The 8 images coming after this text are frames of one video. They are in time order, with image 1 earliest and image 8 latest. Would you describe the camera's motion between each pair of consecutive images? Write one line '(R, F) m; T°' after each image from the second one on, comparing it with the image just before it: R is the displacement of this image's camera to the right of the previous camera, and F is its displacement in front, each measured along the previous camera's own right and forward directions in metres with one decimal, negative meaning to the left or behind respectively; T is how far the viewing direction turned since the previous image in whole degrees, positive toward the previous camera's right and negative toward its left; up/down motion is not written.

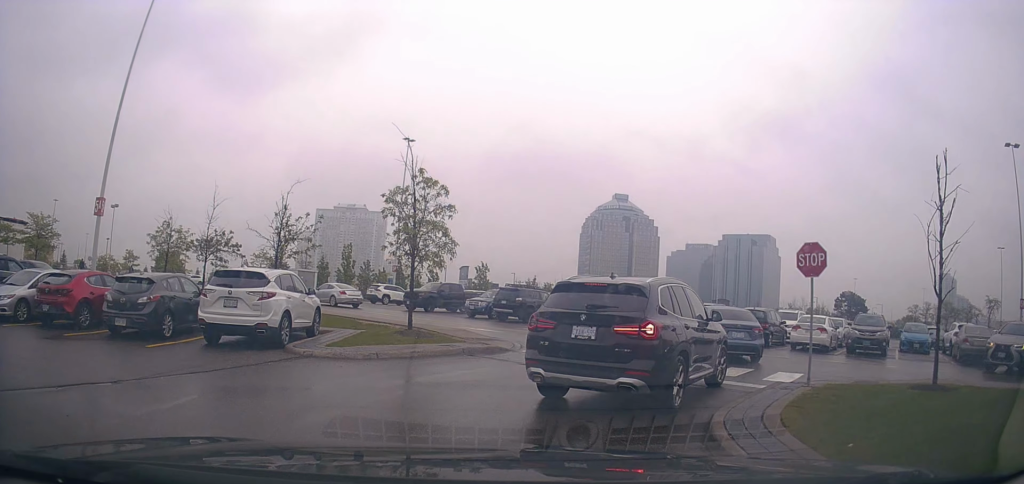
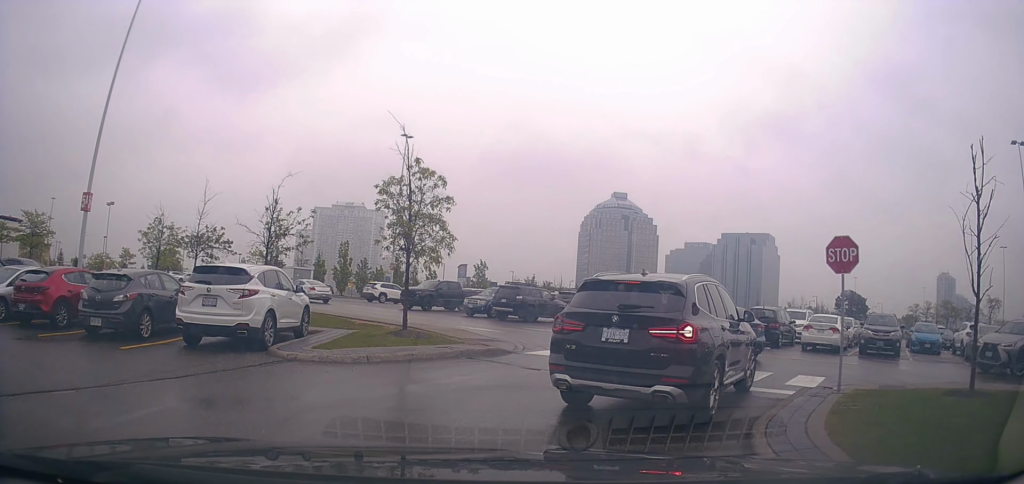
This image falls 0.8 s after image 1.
(+0.1, +0.5) m; 0°
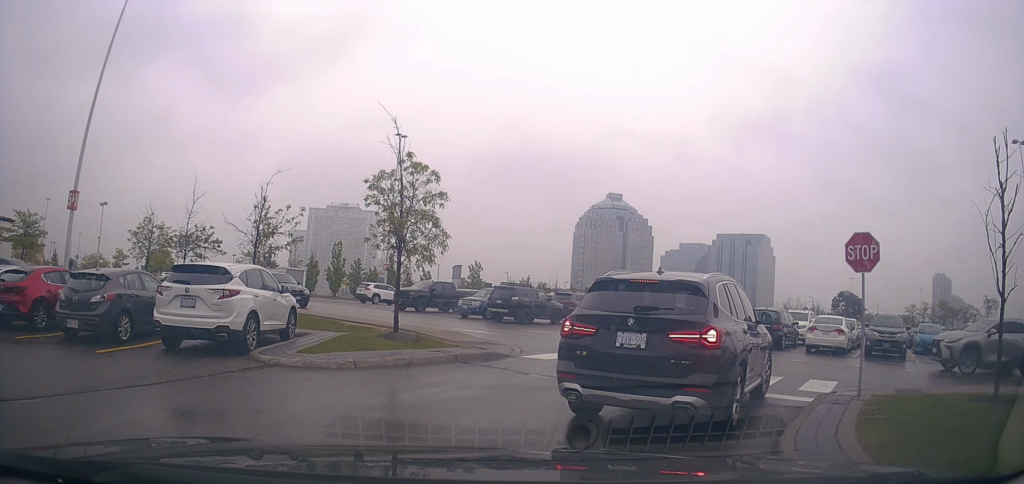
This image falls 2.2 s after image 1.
(+0.2, +0.8) m; 0°
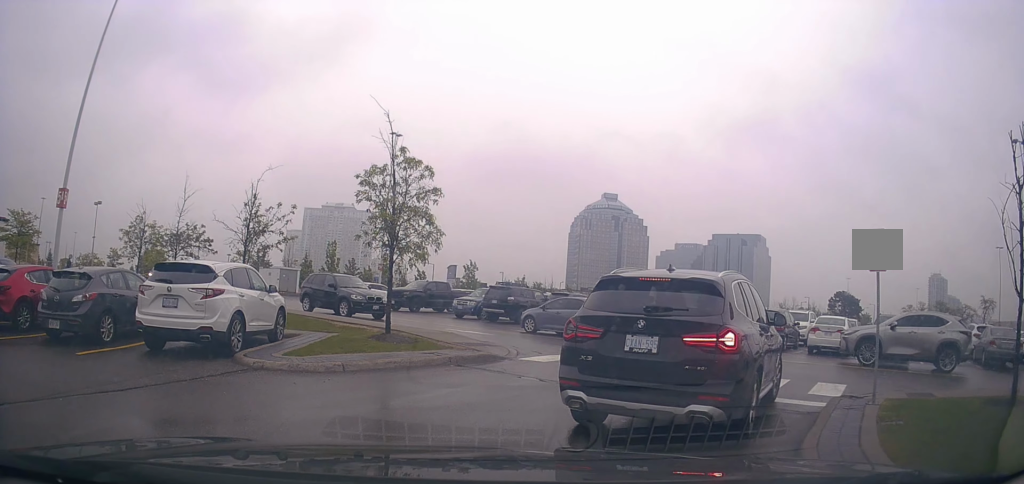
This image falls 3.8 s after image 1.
(+0.2, +0.6) m; 0°
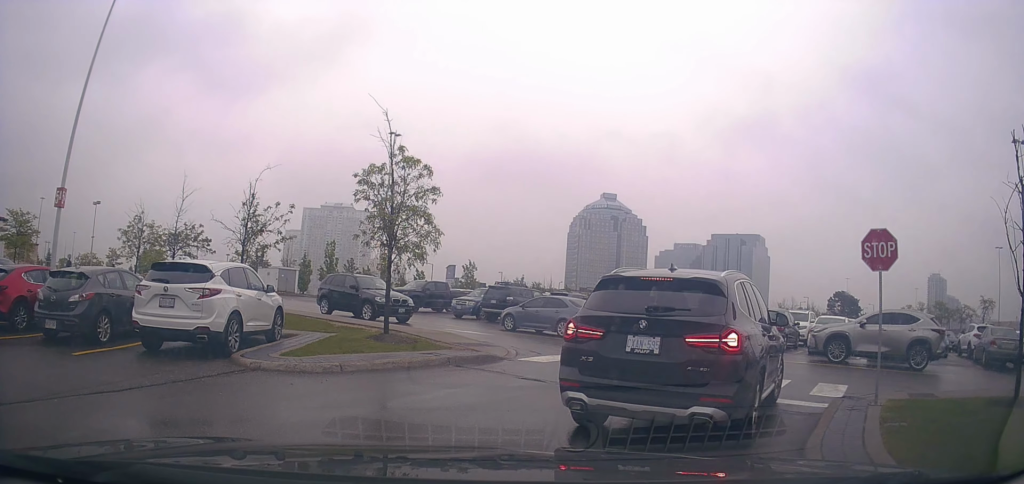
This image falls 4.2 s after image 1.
(0.0, 0.0) m; 0°
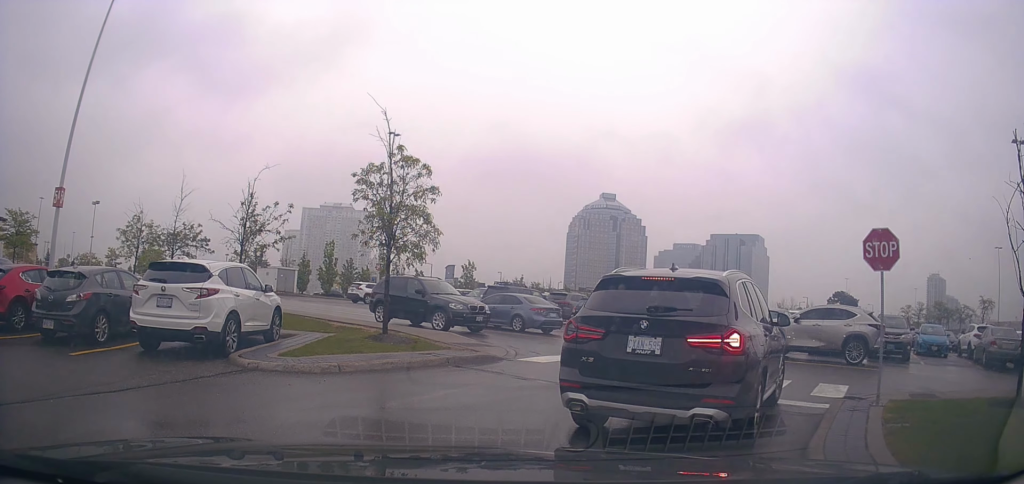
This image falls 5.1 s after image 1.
(0.0, 0.0) m; 0°
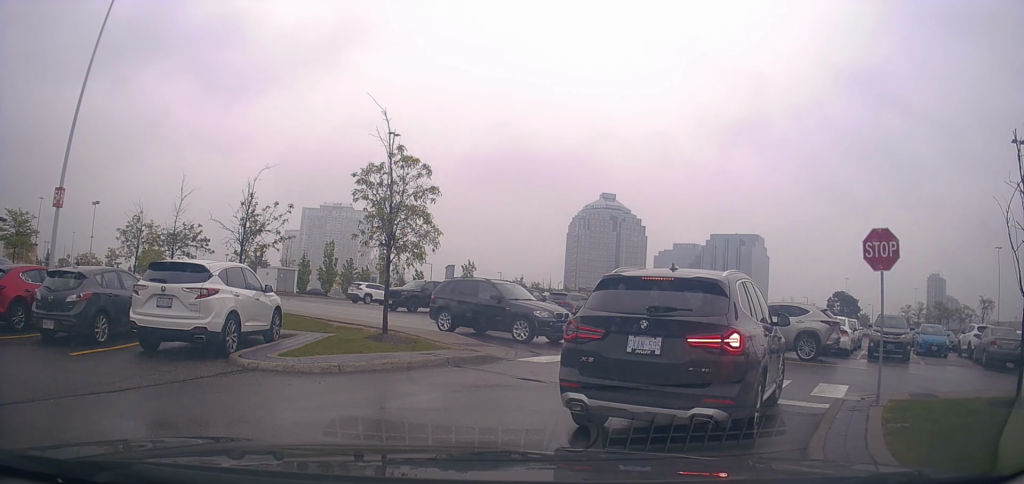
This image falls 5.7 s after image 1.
(0.0, 0.0) m; 0°
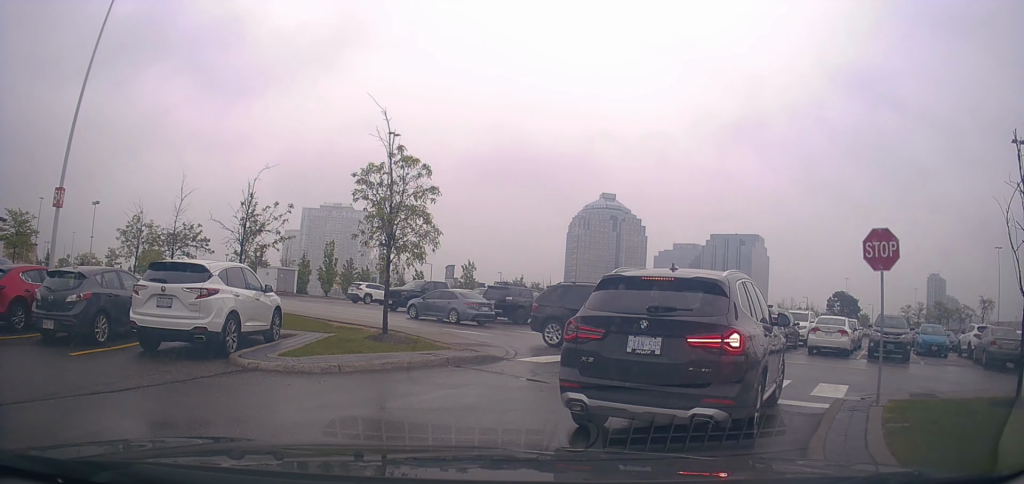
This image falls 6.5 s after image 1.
(0.0, 0.0) m; 0°
